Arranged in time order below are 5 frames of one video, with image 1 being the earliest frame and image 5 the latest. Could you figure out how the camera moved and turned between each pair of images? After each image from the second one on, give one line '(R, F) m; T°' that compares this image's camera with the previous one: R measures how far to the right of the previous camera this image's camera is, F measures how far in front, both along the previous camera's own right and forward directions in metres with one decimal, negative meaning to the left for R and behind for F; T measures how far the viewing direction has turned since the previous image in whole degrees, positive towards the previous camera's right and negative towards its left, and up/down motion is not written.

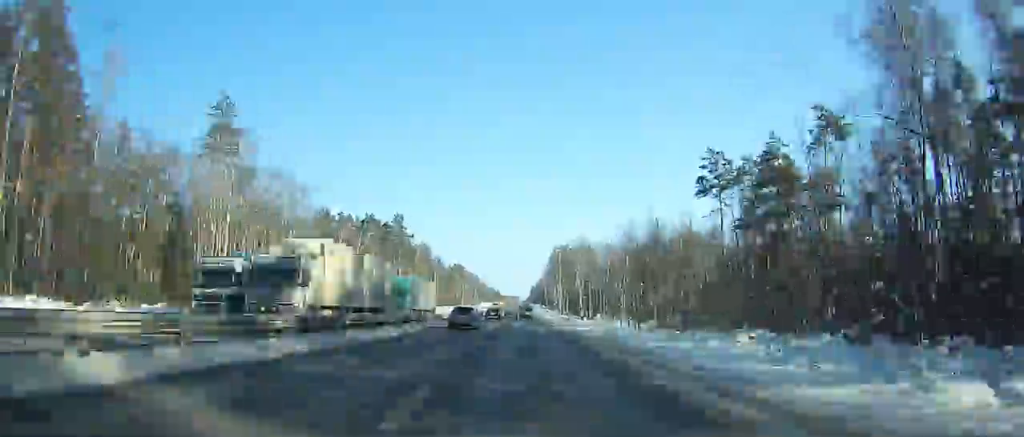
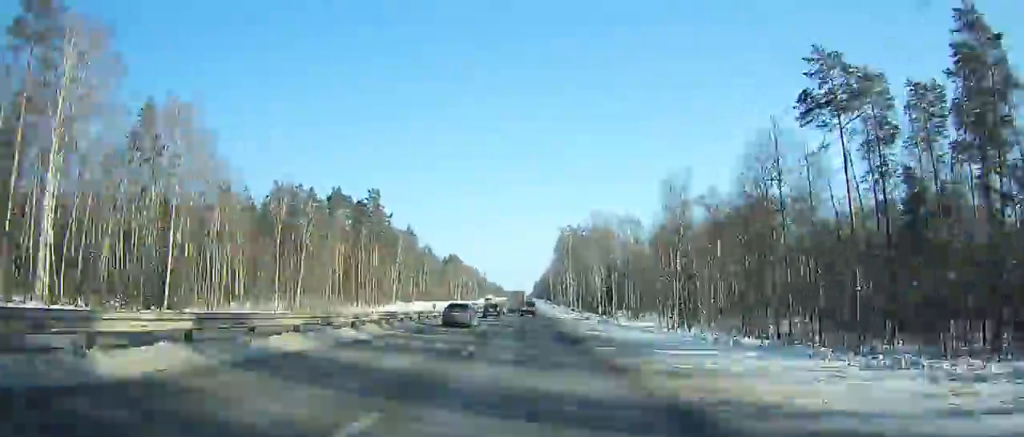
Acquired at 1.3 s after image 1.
(+0.2, +36.5) m; 0°
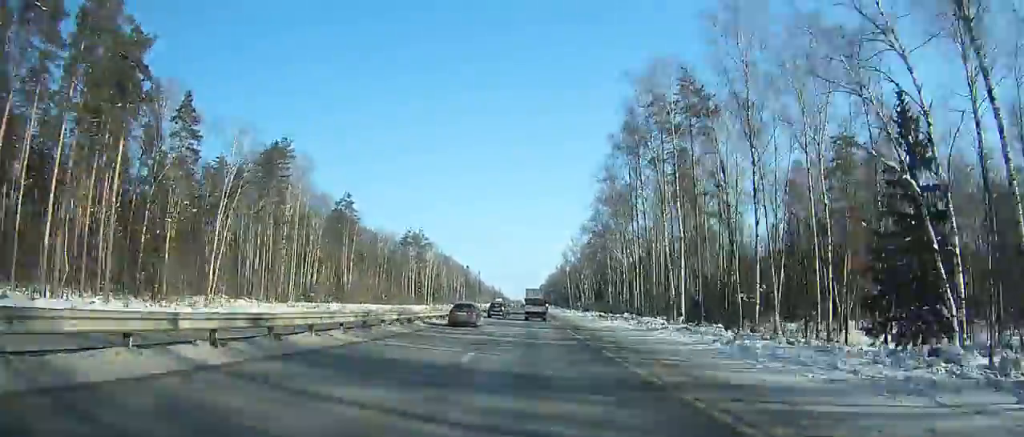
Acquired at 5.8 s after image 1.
(-0.8, +120.4) m; 0°
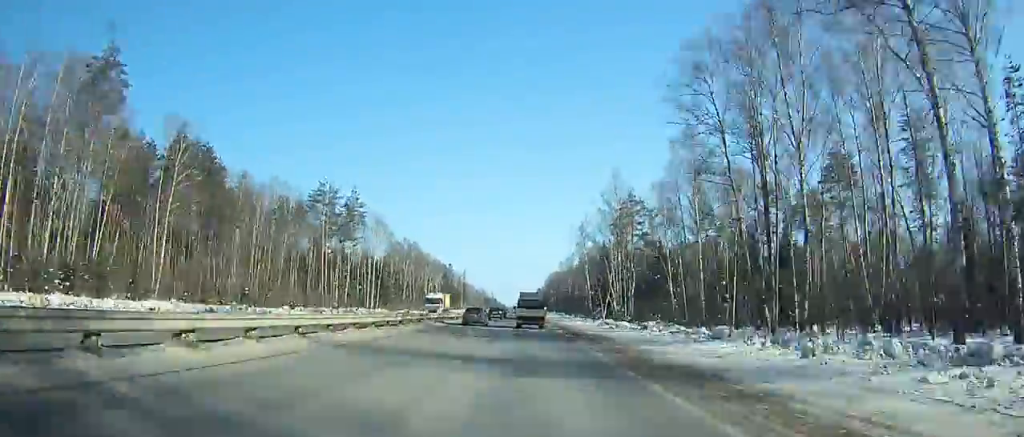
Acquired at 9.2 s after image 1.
(+1.4, +86.3) m; 0°
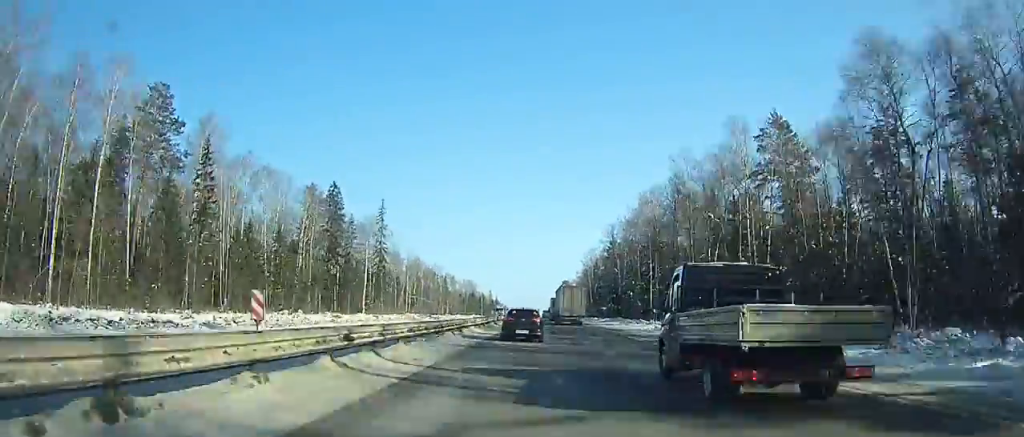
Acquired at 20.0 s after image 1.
(-6.9, +268.7) m; -1°
